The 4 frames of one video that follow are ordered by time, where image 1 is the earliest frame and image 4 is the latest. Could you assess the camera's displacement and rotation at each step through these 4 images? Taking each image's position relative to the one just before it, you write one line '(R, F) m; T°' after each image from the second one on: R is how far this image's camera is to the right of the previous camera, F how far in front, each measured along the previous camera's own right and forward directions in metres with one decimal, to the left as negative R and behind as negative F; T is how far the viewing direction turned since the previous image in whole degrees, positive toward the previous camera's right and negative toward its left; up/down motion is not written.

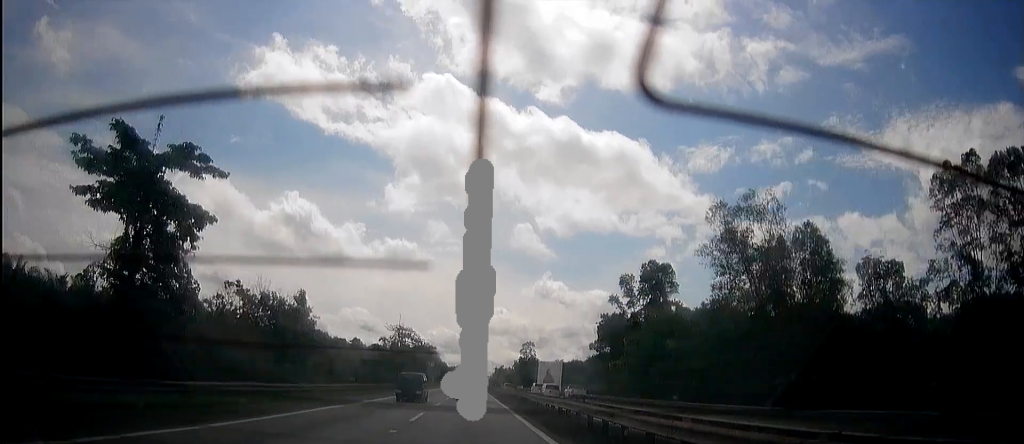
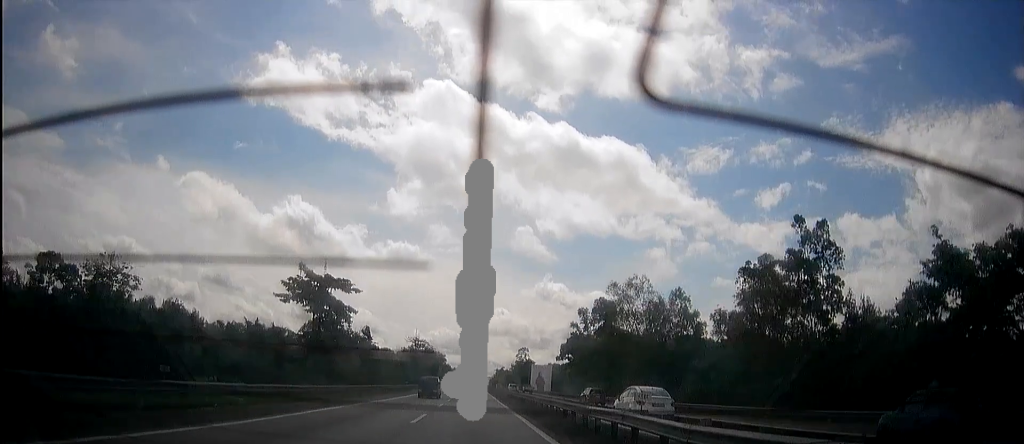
(0.0, +35.5) m; 0°
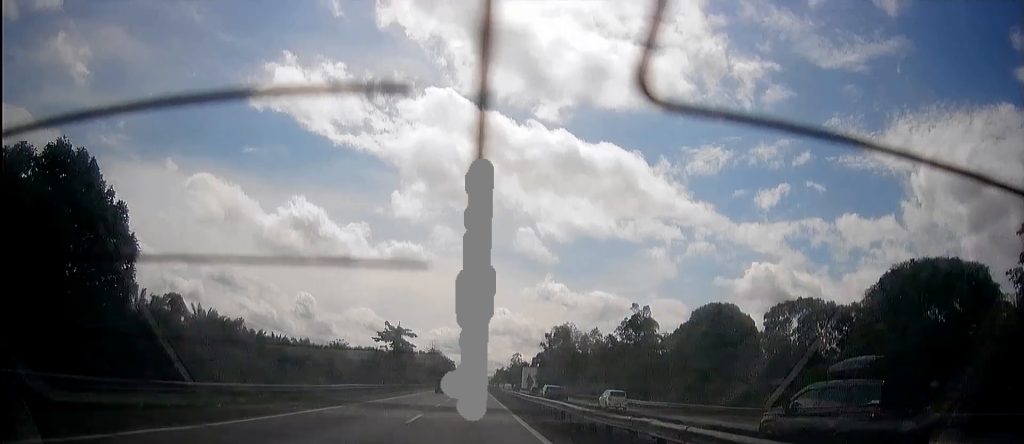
(+0.3, +59.9) m; 0°
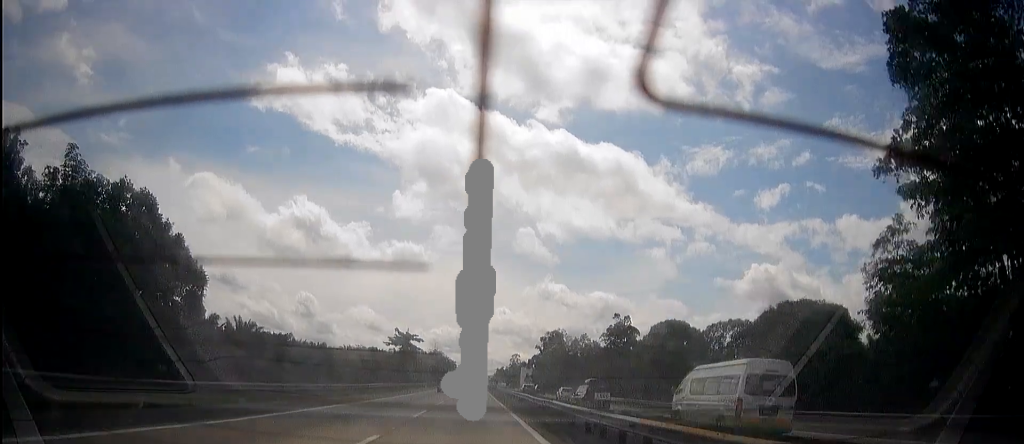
(0.0, +14.6) m; 0°
